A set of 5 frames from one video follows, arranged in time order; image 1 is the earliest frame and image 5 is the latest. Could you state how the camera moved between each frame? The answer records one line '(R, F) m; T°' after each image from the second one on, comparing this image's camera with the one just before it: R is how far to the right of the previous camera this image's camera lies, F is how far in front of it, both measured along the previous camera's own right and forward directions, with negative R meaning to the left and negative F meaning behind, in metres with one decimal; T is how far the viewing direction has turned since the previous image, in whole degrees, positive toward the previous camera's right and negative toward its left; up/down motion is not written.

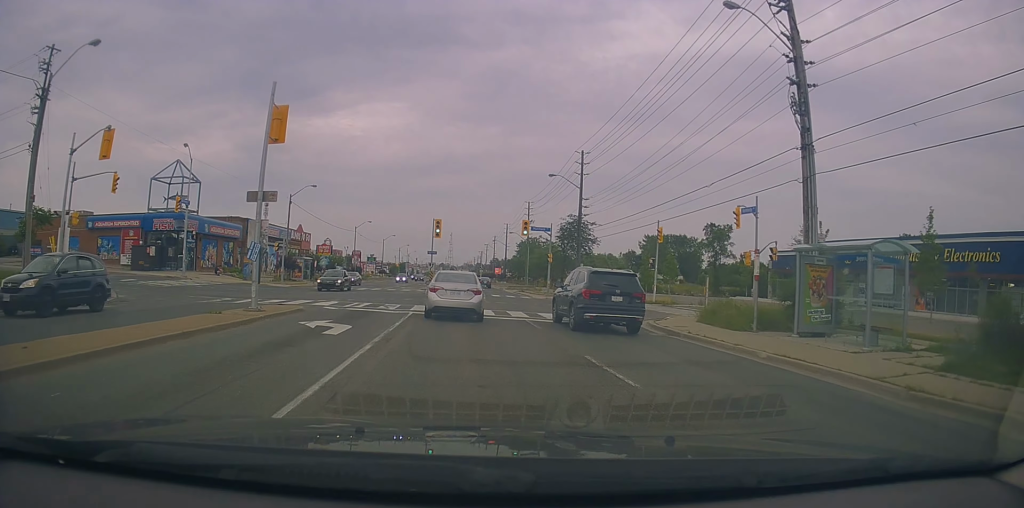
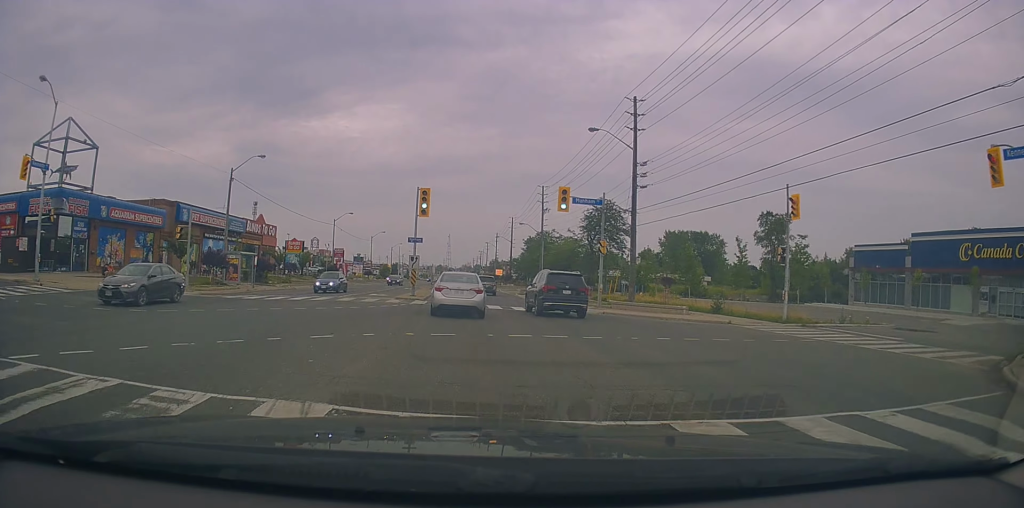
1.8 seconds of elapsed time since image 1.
(+0.9, +17.4) m; +4°
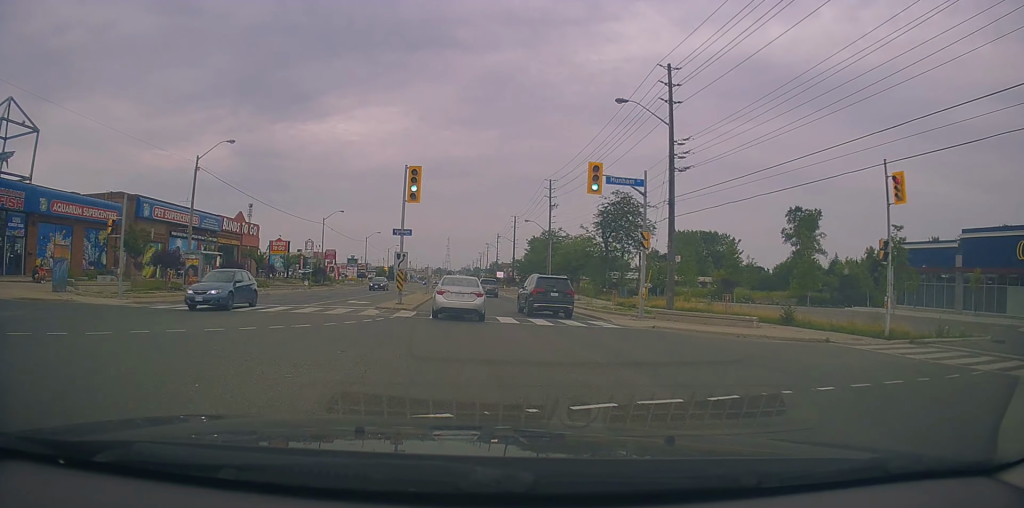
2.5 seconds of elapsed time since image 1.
(0.0, +6.8) m; -1°
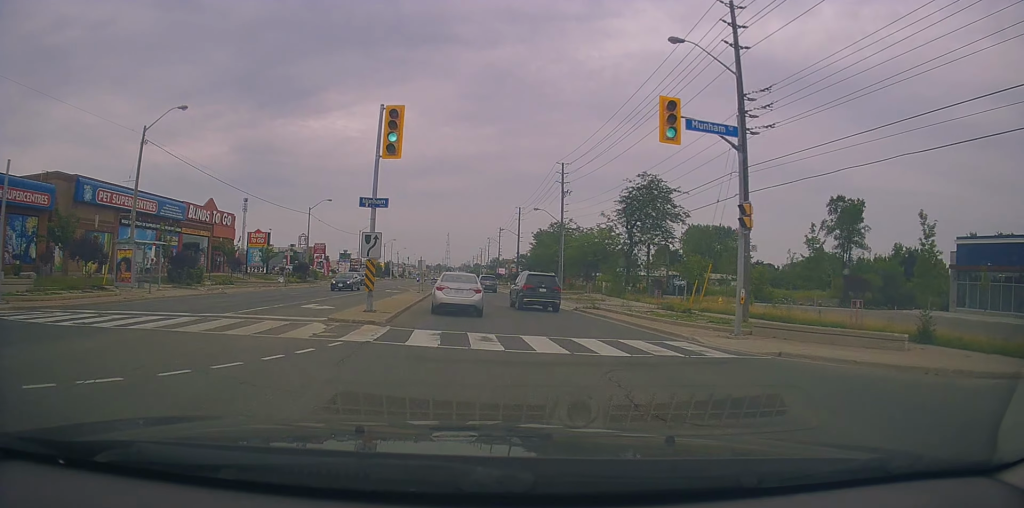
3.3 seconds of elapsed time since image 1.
(0.0, +8.4) m; -2°
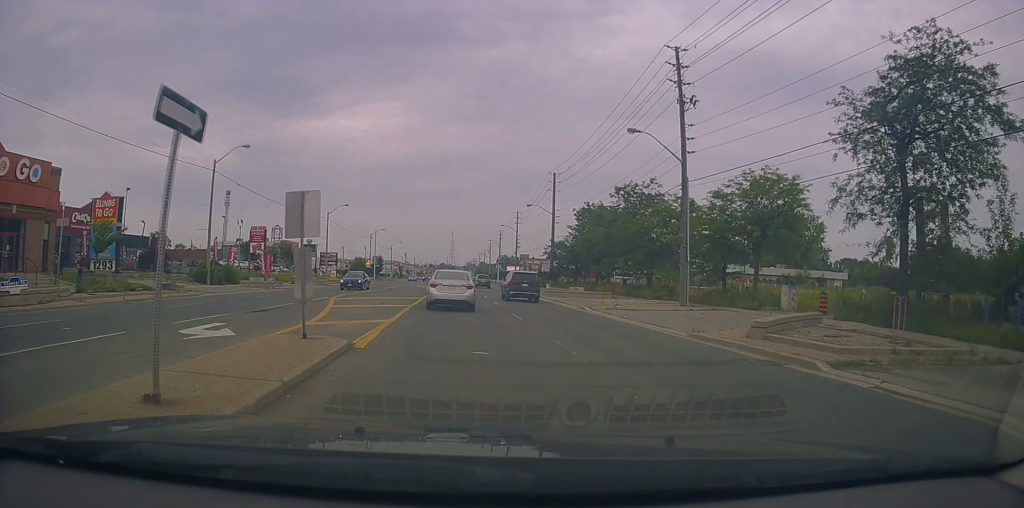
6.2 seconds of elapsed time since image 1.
(+0.8, +33.8) m; -1°
